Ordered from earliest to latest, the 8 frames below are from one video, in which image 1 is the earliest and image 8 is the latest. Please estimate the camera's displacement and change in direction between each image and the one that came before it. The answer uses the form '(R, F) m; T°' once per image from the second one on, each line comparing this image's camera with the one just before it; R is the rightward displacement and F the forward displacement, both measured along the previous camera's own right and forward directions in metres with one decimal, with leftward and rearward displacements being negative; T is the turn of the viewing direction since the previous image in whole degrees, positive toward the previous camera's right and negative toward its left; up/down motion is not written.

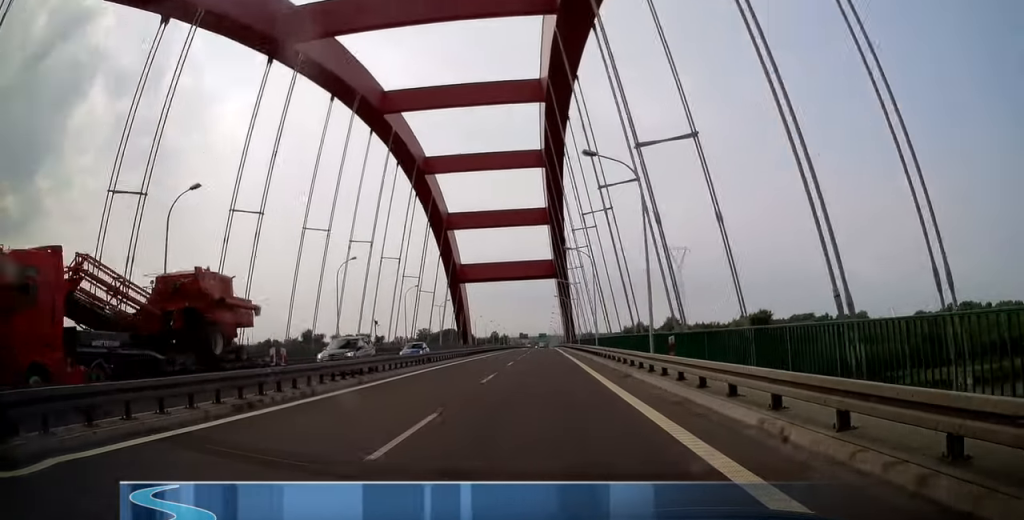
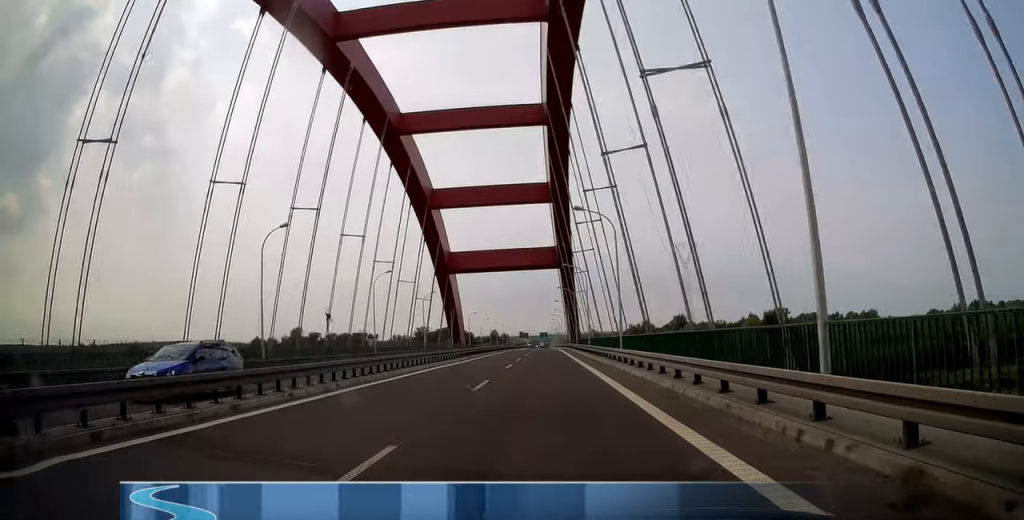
(0.0, +15.2) m; 0°
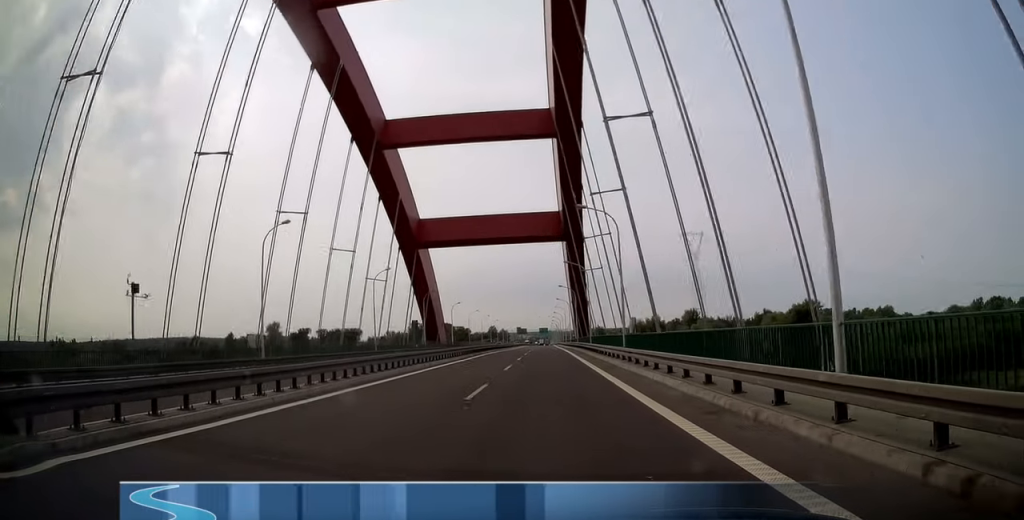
(0.0, +26.2) m; 0°
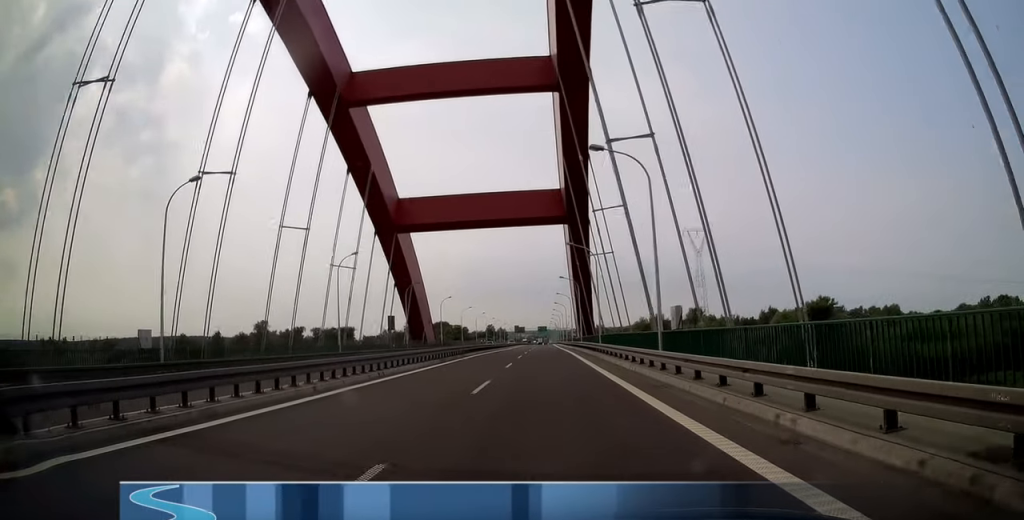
(0.0, +11.0) m; 0°
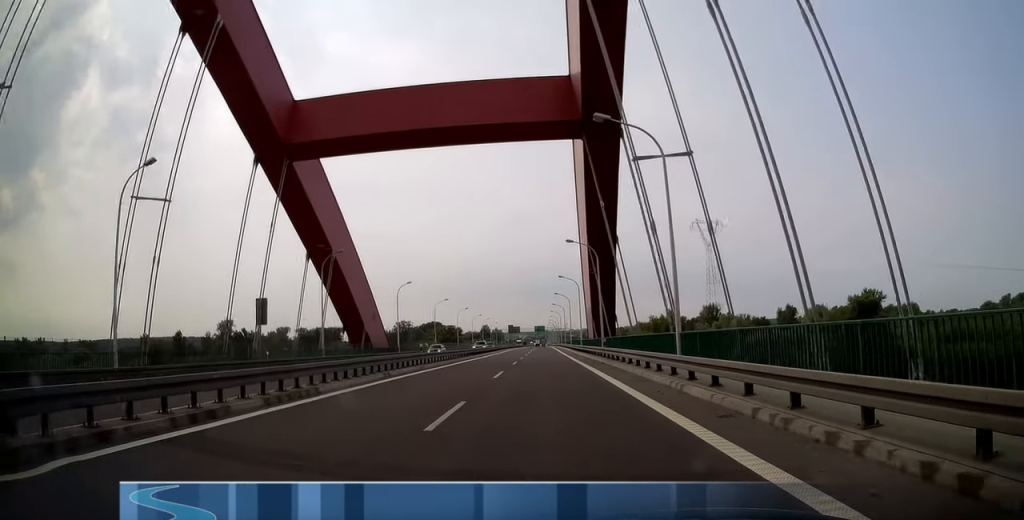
(-0.1, +29.4) m; 0°
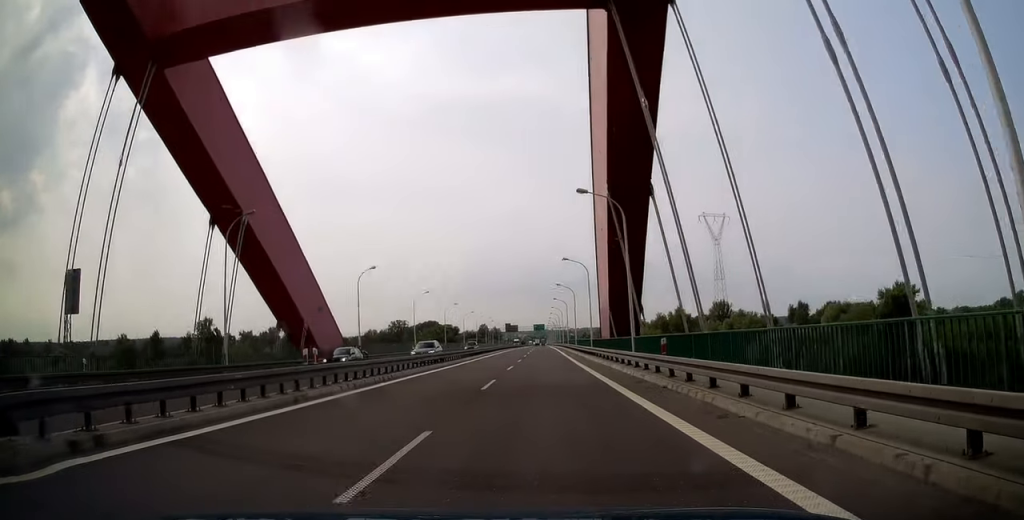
(0.0, +15.8) m; 0°
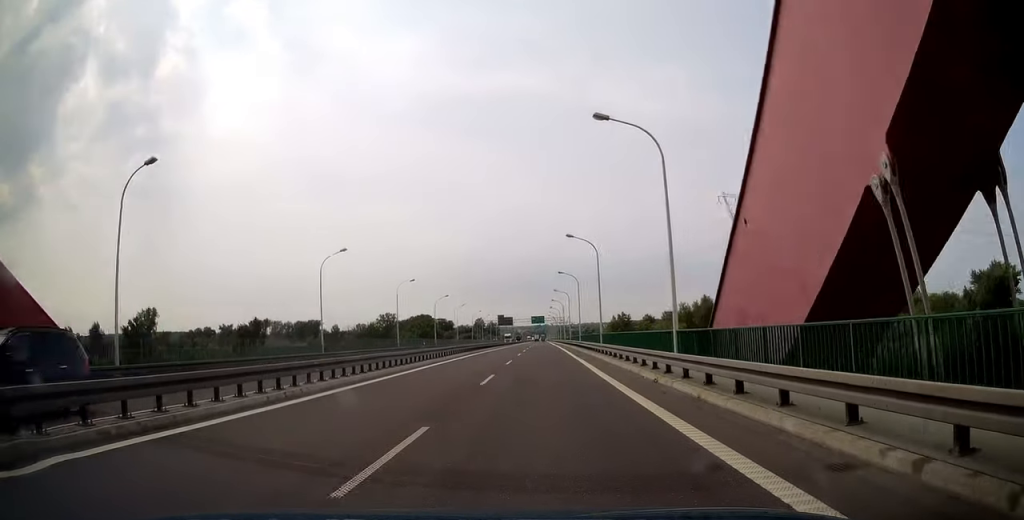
(+0.1, +35.8) m; 0°
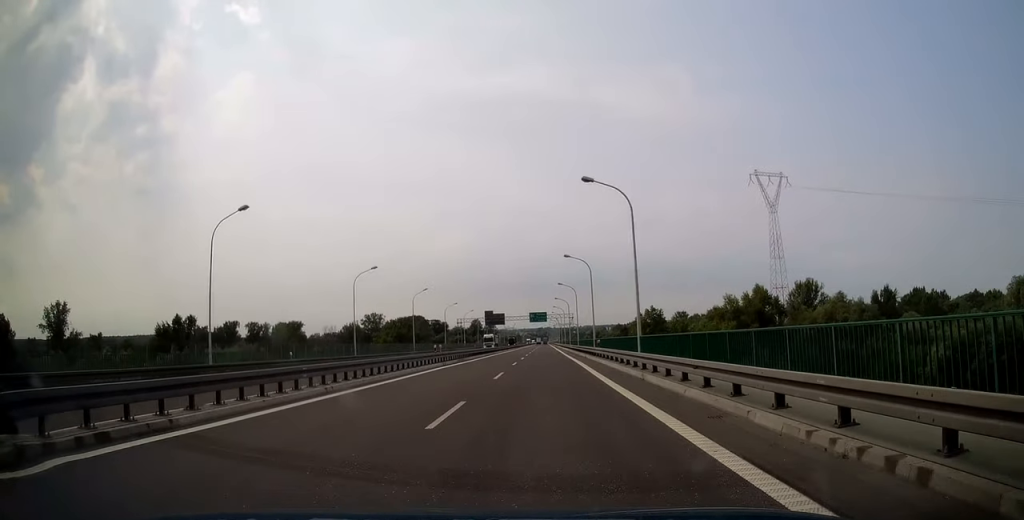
(0.0, +43.7) m; 0°
